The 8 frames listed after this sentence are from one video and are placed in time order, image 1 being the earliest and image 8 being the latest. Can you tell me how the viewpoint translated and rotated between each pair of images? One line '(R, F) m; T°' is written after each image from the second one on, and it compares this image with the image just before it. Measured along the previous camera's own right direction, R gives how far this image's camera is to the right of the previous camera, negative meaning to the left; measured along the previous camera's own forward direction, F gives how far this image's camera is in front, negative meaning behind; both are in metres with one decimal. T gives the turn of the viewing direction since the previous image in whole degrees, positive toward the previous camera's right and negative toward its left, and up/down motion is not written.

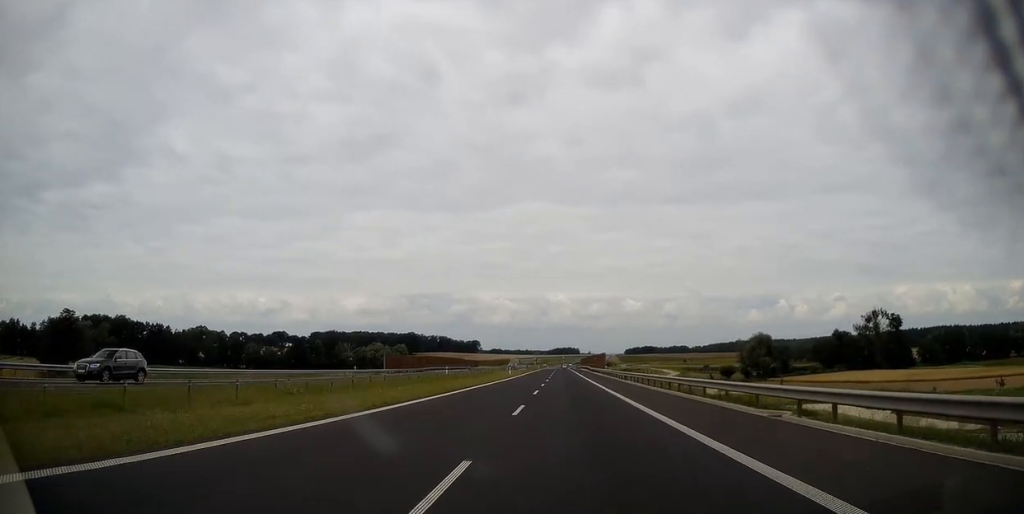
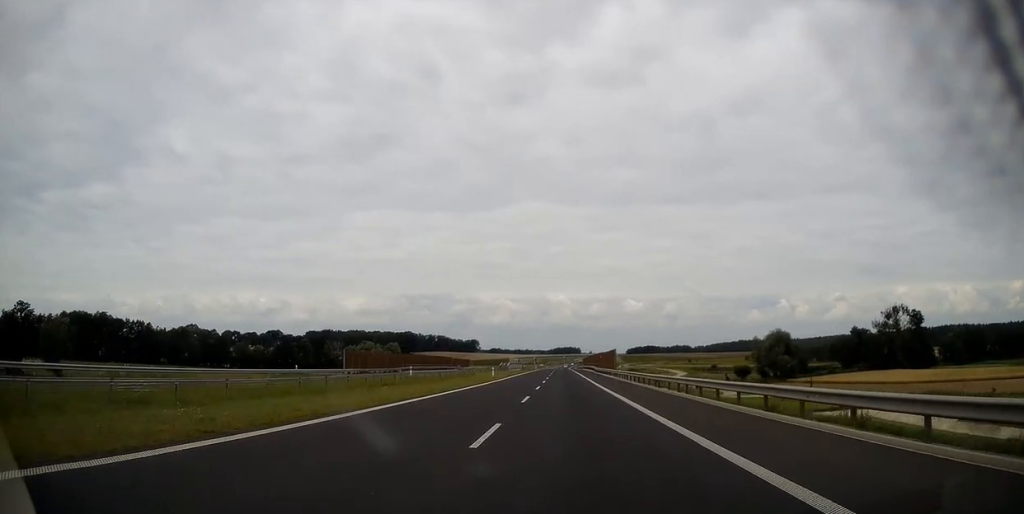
(0.0, +18.4) m; 0°
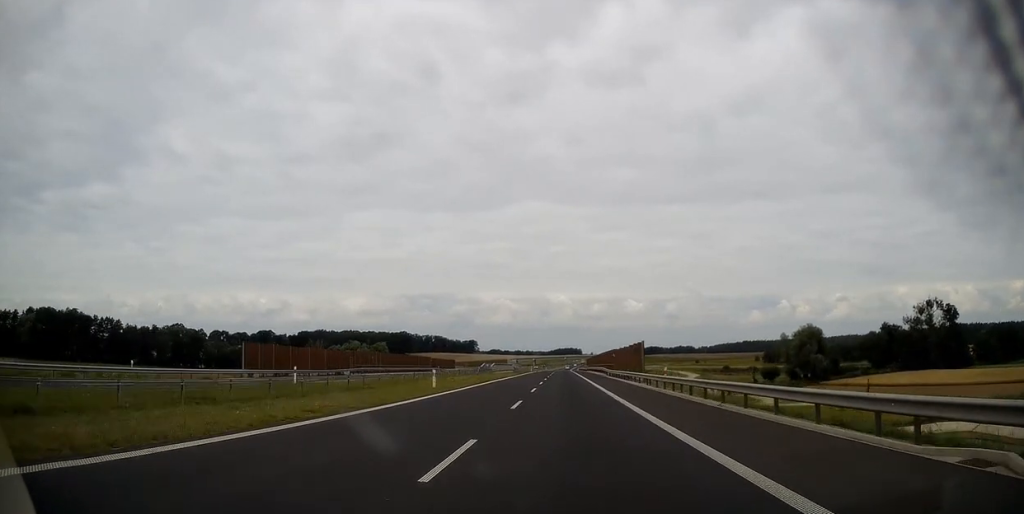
(0.0, +26.8) m; 0°
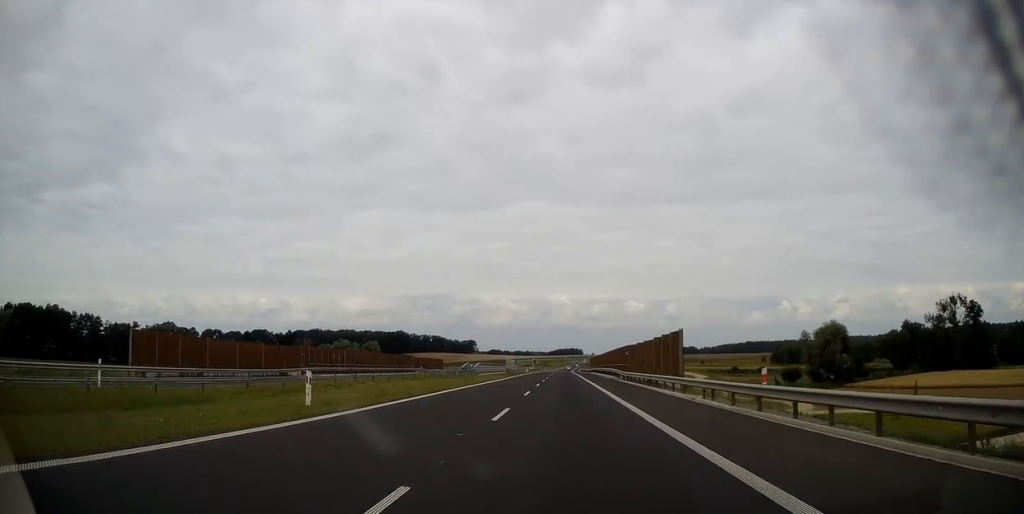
(0.0, +16.4) m; 0°
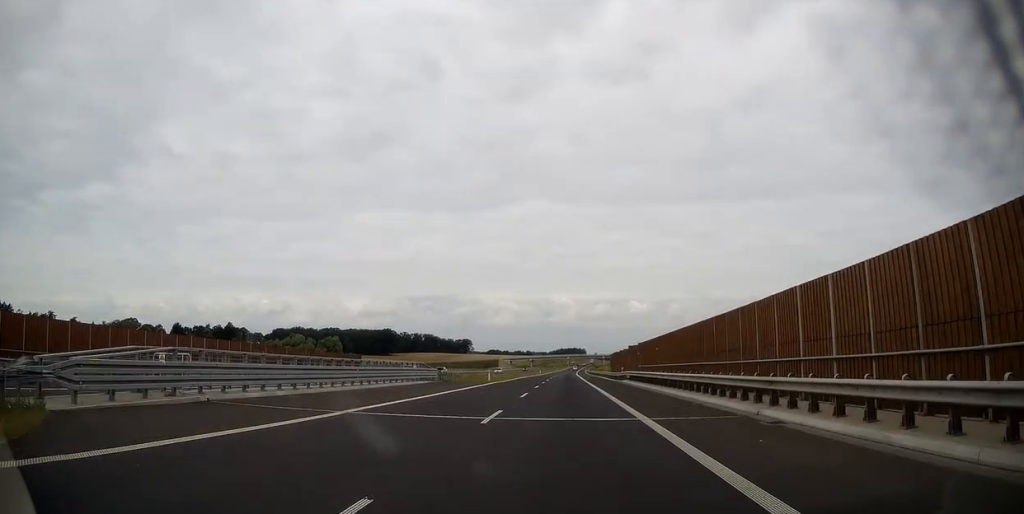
(0.0, +60.7) m; 0°
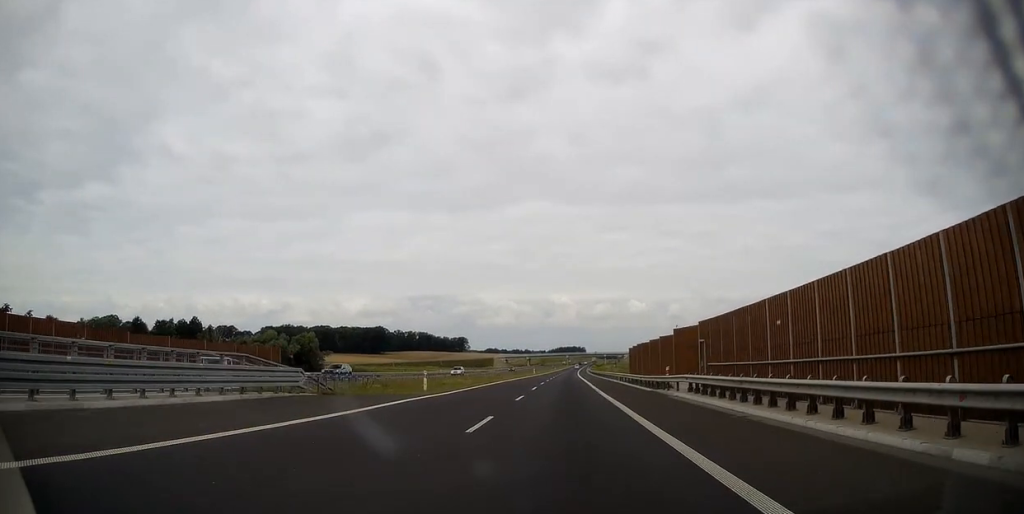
(0.0, +25.6) m; 0°
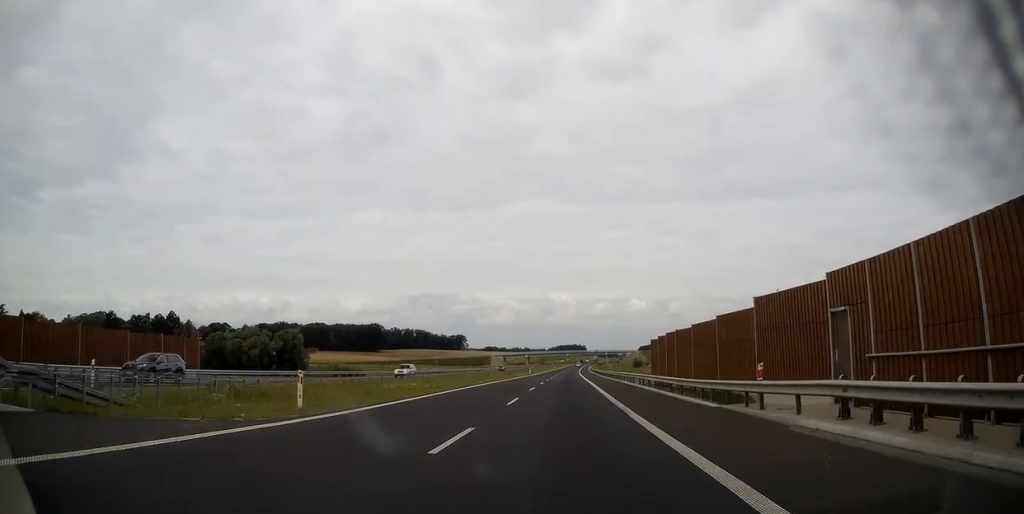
(0.0, +15.1) m; 0°
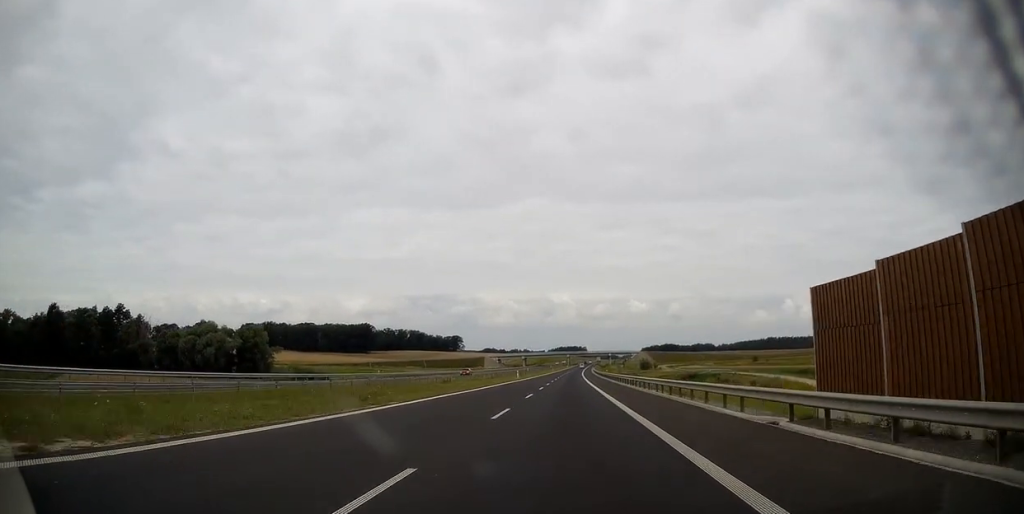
(0.0, +27.8) m; 0°
